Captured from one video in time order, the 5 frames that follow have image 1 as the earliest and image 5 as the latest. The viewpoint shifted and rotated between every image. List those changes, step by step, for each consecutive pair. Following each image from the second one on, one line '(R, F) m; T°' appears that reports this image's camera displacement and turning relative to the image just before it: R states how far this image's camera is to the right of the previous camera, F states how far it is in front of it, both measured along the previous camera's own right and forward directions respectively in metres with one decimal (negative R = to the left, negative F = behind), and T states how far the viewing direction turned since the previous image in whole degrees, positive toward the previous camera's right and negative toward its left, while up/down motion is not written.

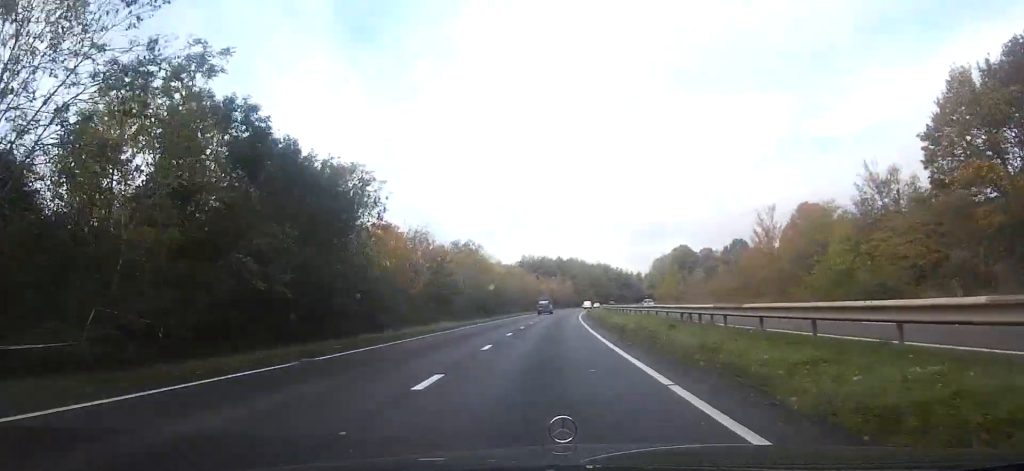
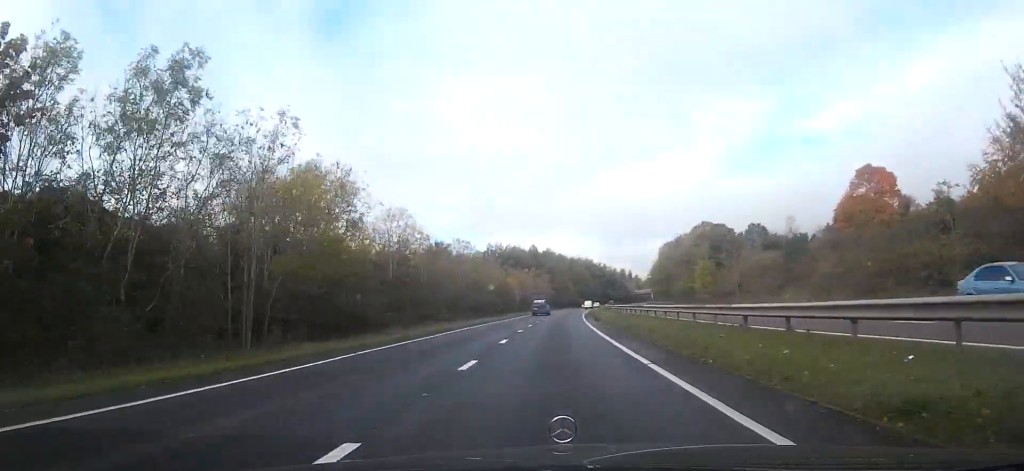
(+2.7, +48.8) m; +7°
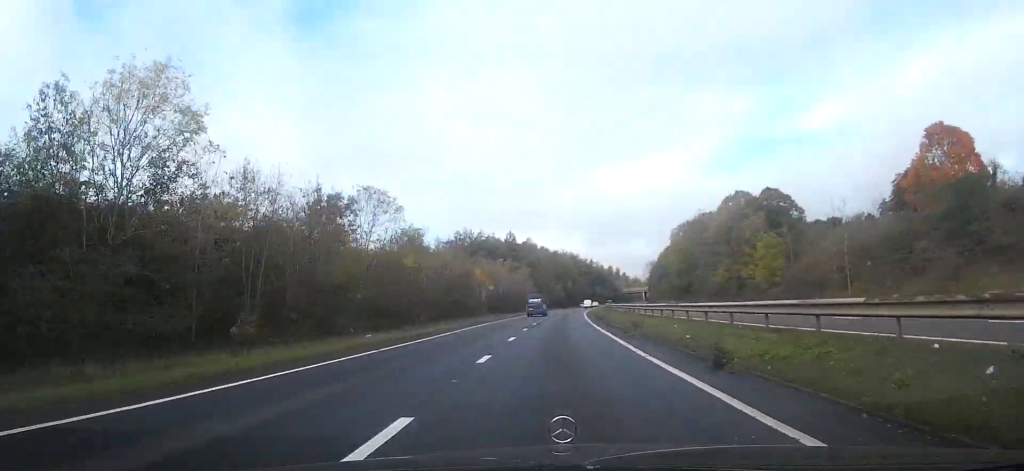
(+0.6, +33.4) m; +2°
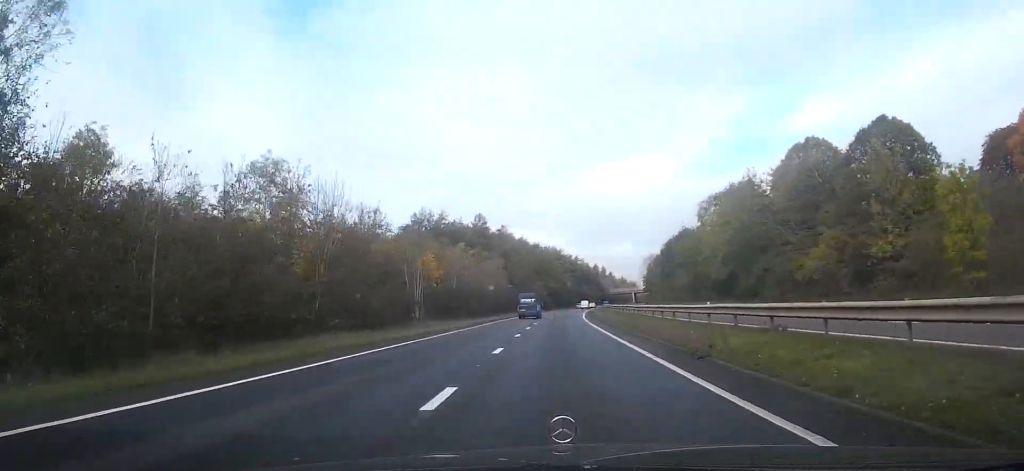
(+0.4, +32.5) m; +2°
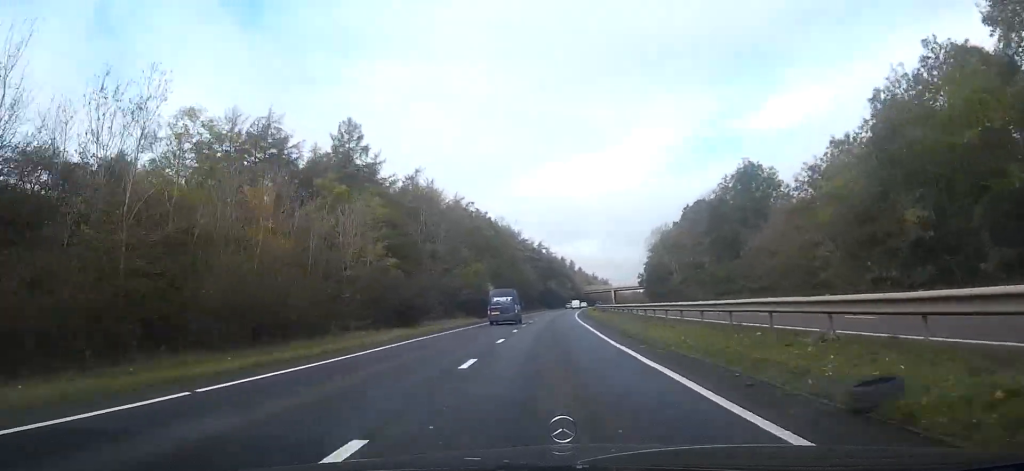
(+2.1, +64.9) m; +3°
